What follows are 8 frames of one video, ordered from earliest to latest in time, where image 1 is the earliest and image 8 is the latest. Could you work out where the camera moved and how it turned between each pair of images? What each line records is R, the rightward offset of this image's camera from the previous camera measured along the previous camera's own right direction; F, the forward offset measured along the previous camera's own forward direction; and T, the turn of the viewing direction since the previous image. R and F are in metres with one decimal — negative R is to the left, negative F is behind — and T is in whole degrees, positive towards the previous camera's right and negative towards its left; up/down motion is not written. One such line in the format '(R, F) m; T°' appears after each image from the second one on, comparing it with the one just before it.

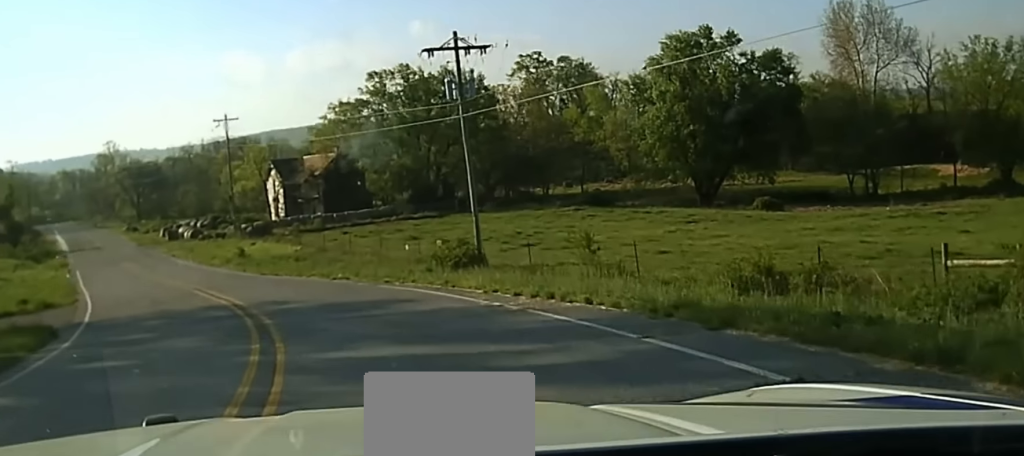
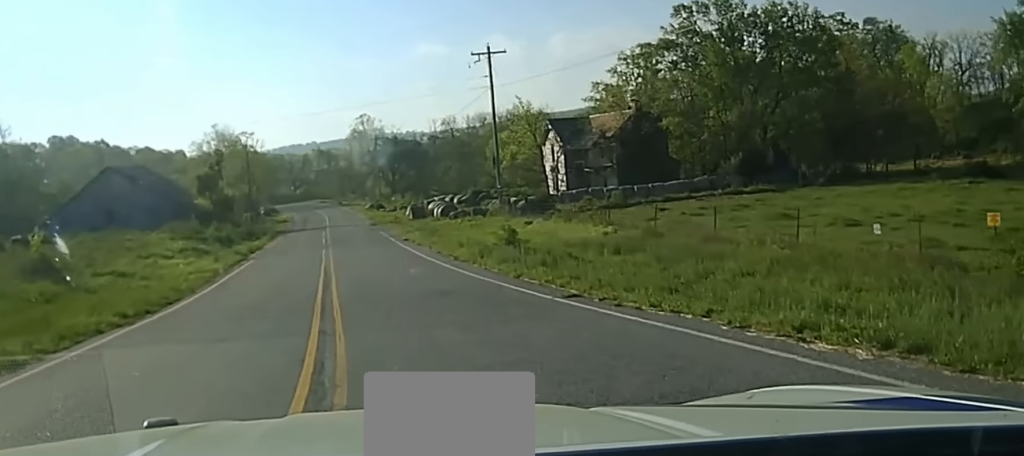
(-2.3, +25.0) m; -11°
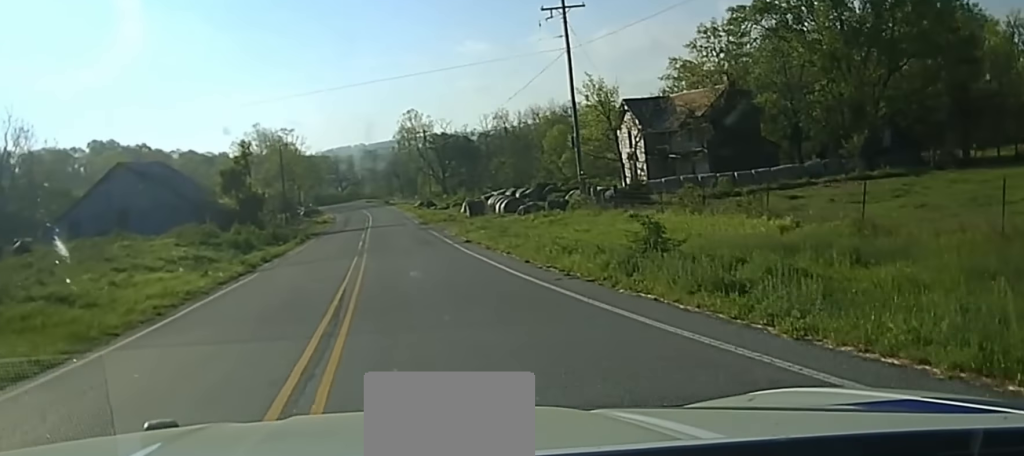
(-0.8, +12.6) m; -5°
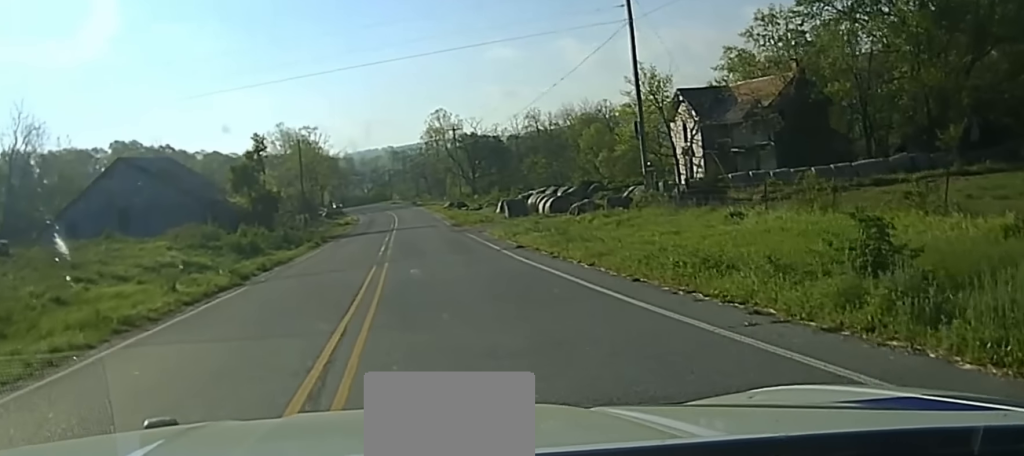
(-0.2, +9.2) m; -2°
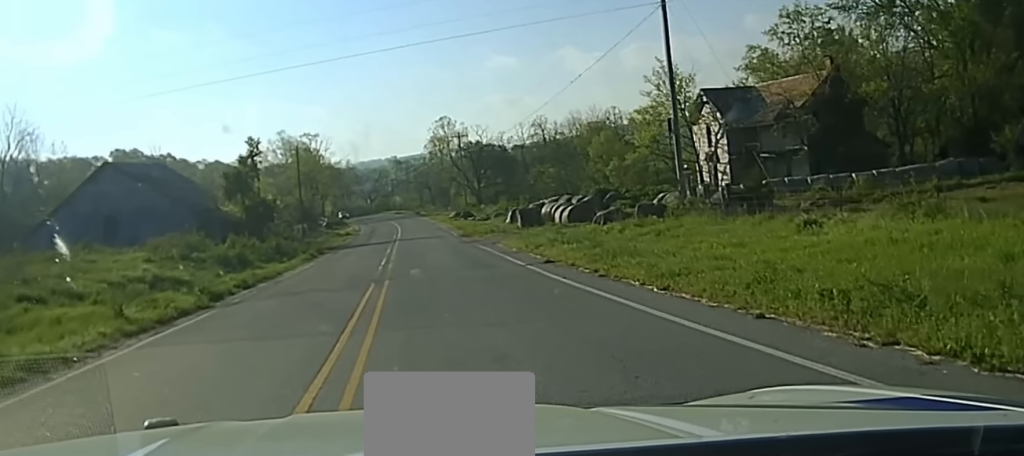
(0.0, +5.7) m; -2°
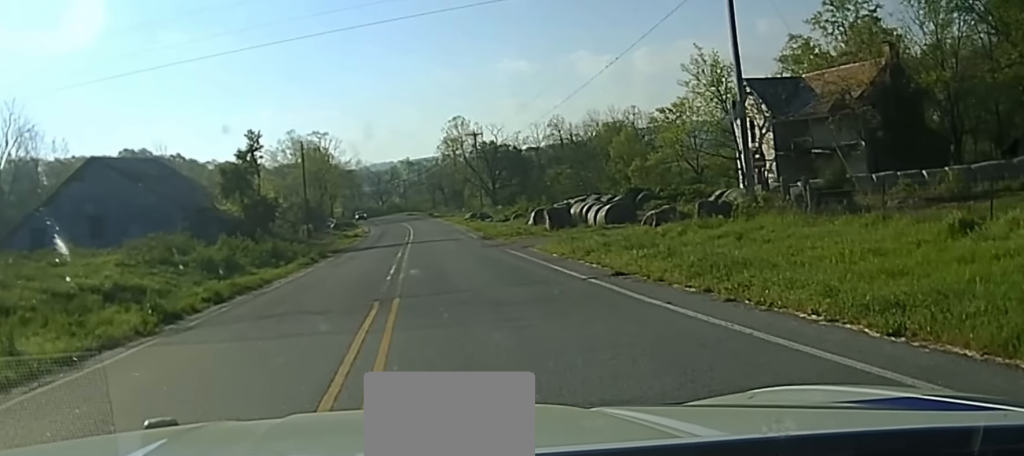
(-0.3, +6.7) m; +3°
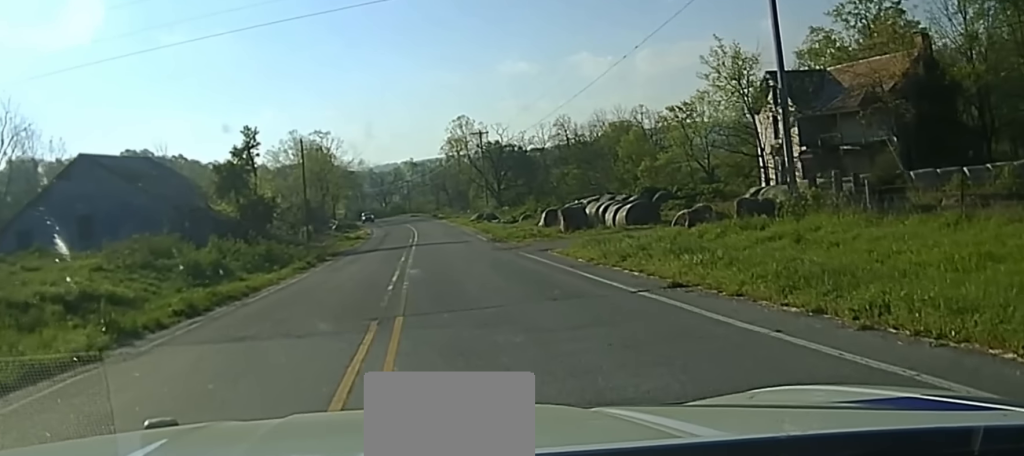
(+0.3, +3.9) m; +1°
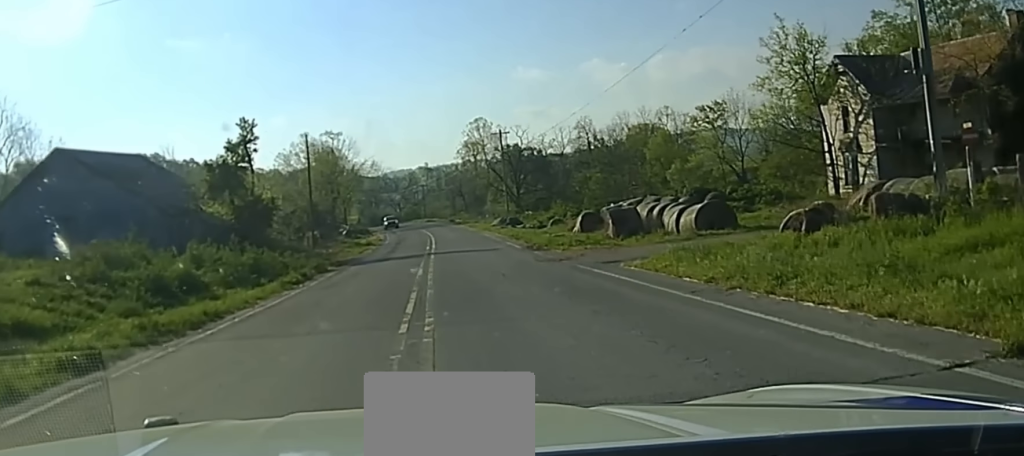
(-0.1, +8.2) m; -2°
